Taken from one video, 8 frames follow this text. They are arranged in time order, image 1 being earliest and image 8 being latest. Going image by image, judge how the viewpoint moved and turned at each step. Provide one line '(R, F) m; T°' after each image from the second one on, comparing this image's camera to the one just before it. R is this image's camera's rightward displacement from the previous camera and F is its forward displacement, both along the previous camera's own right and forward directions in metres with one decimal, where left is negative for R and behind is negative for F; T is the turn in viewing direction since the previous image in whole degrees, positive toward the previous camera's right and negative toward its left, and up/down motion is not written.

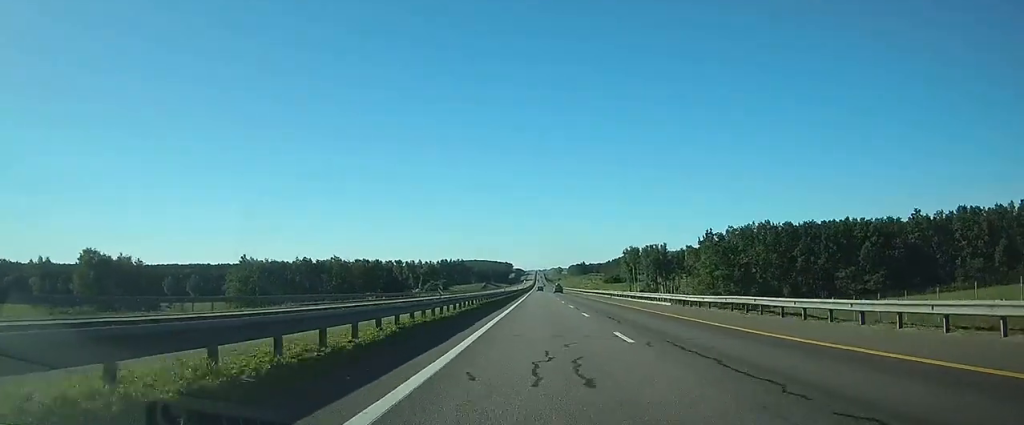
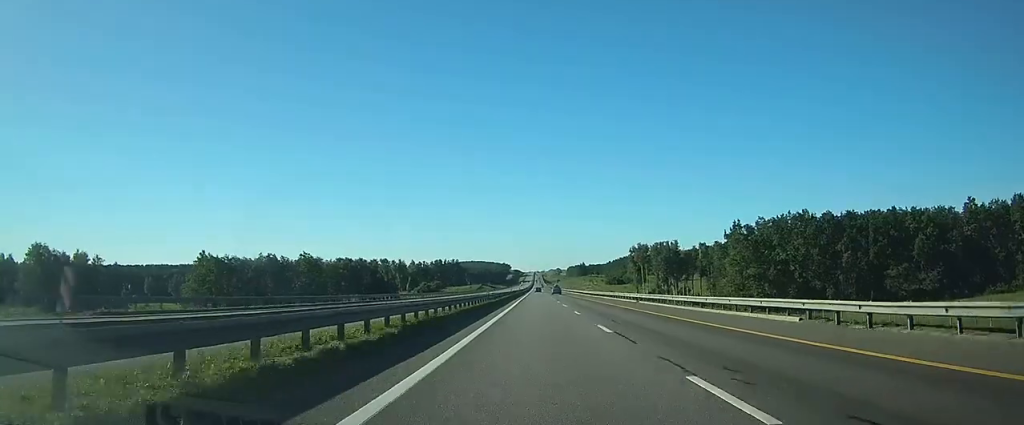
(0.0, +20.3) m; 0°
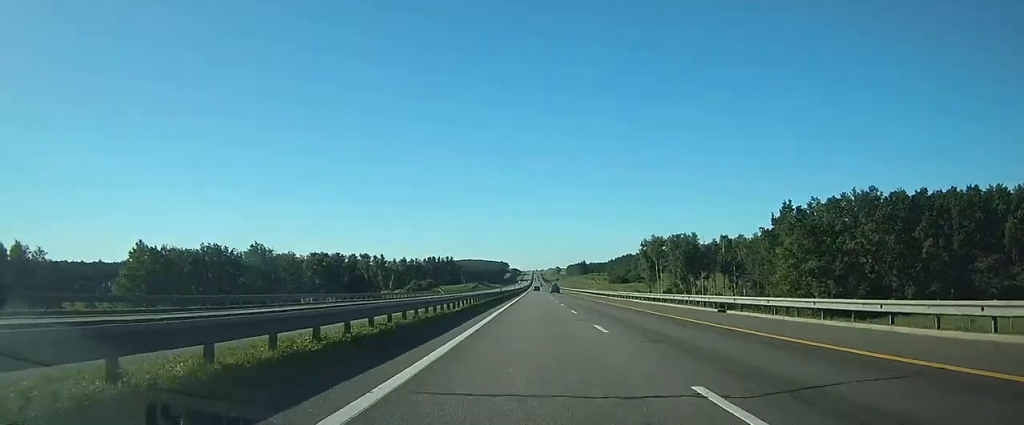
(+0.1, +24.8) m; 0°
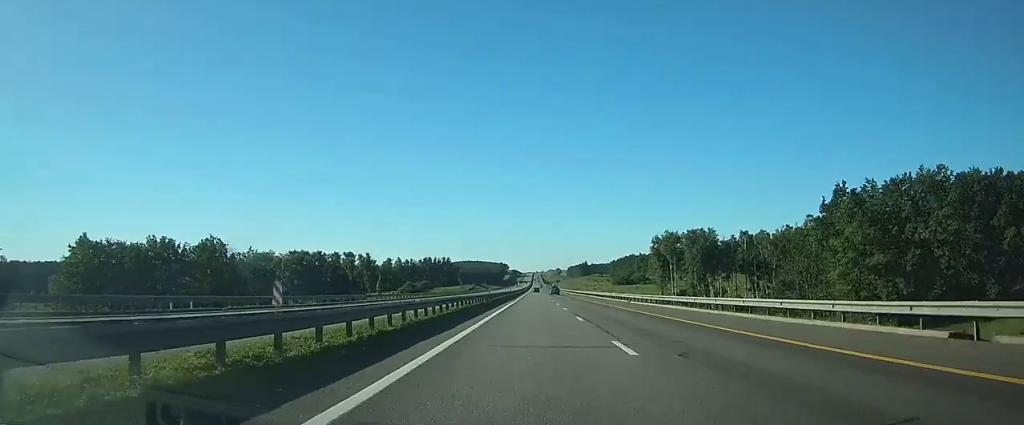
(0.0, +17.3) m; 0°
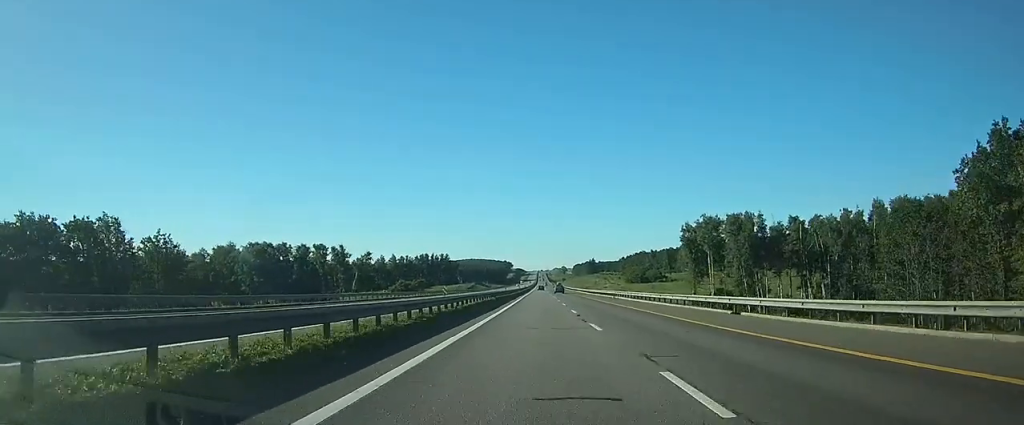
(0.0, +29.4) m; 0°
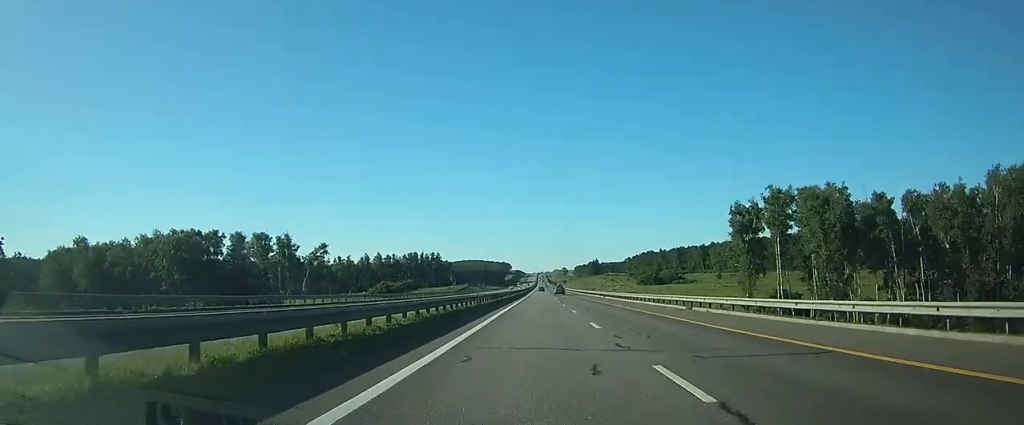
(-0.1, +35.0) m; 0°
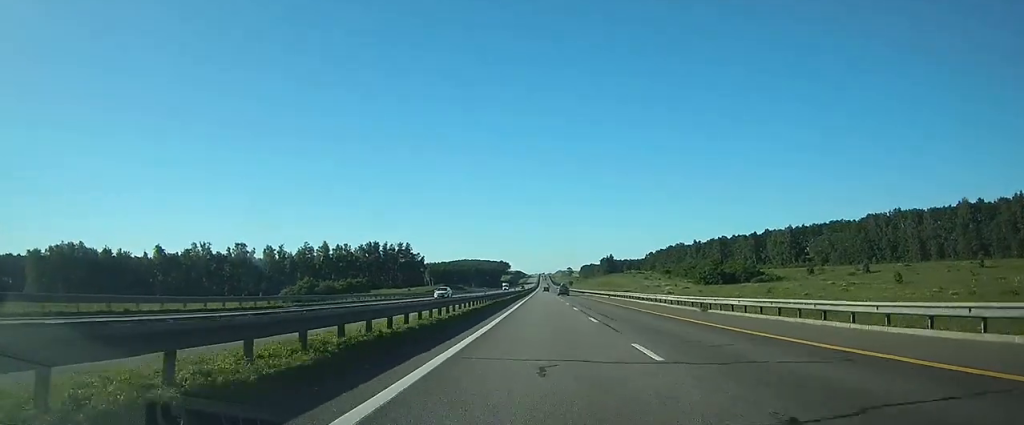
(+0.1, +92.3) m; 0°
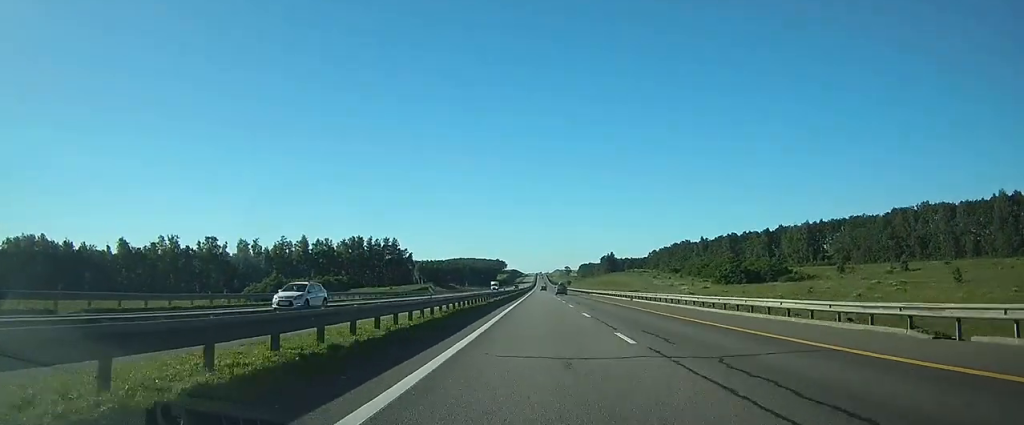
(0.0, +20.9) m; 0°
